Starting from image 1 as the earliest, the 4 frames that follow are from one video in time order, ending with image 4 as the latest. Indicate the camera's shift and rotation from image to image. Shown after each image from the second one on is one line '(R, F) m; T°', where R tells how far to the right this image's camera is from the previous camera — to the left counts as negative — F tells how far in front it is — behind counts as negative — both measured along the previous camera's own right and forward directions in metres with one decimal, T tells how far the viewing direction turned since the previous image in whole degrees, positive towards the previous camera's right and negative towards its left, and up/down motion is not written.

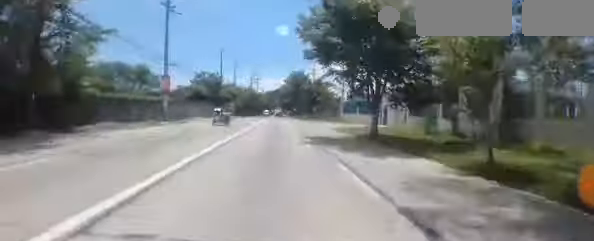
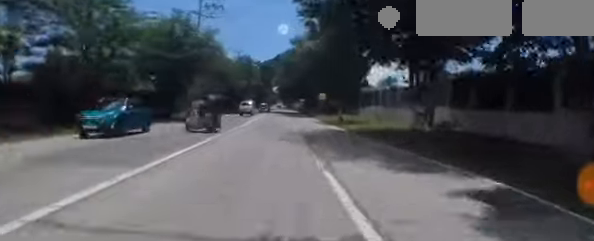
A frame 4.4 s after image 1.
(-0.9, +73.2) m; -1°
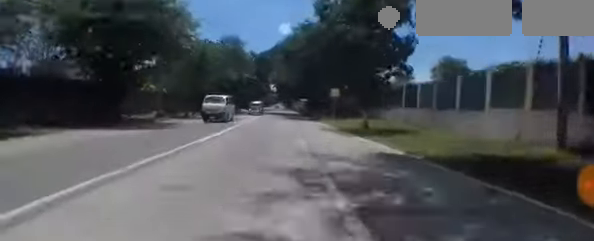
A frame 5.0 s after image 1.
(0.0, +10.1) m; 0°
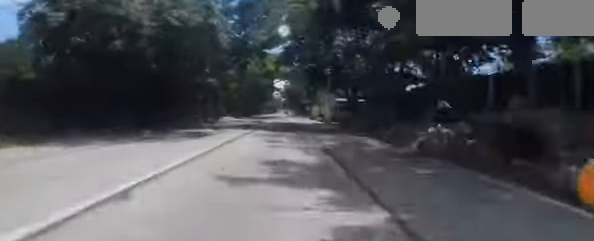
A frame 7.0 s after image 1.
(-0.3, +31.1) m; -1°
